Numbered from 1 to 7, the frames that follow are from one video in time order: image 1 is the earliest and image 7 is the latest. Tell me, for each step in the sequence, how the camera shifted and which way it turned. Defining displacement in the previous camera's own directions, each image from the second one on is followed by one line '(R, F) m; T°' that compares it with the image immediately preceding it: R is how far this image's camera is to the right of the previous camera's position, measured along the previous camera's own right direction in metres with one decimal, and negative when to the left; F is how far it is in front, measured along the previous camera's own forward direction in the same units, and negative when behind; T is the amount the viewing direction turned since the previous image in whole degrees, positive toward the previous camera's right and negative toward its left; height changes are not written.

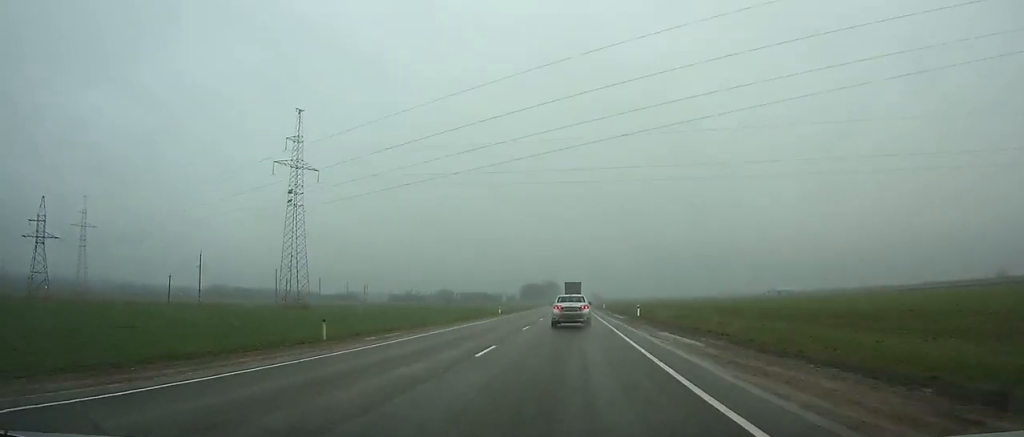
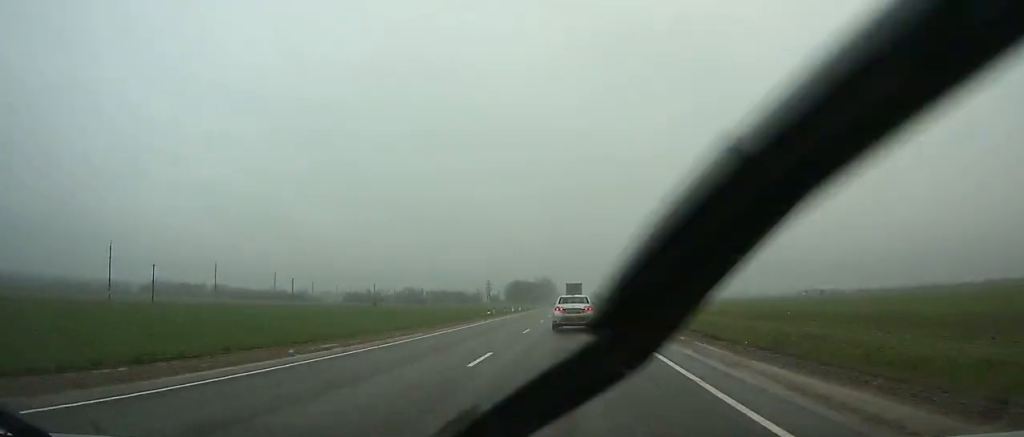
(-0.6, +133.7) m; 0°
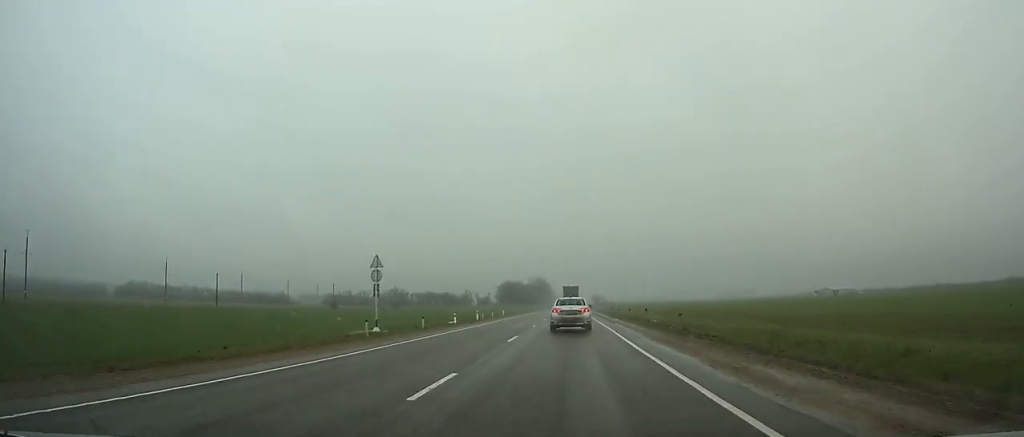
(0.0, +40.1) m; 0°
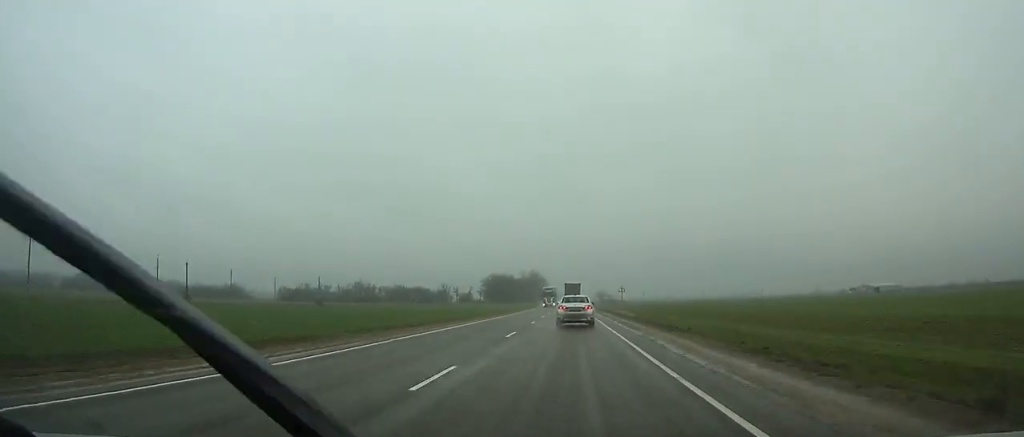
(+0.4, +84.4) m; 0°
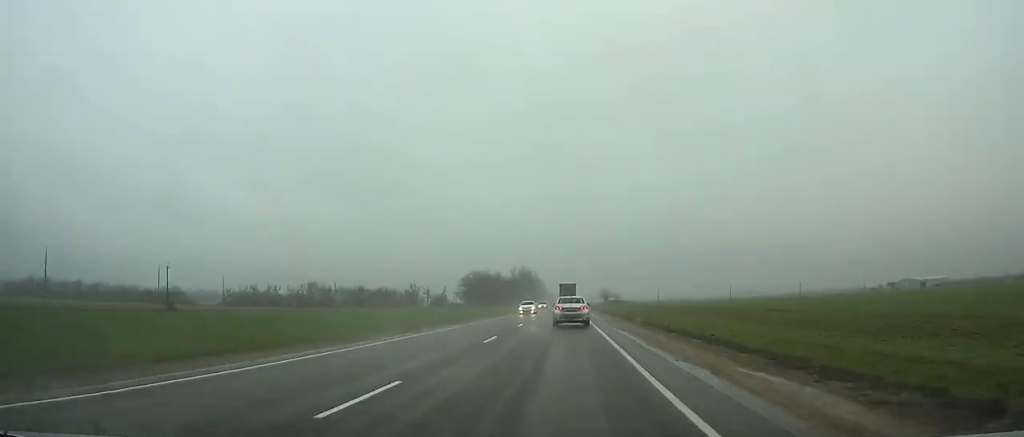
(-0.4, +73.9) m; -1°
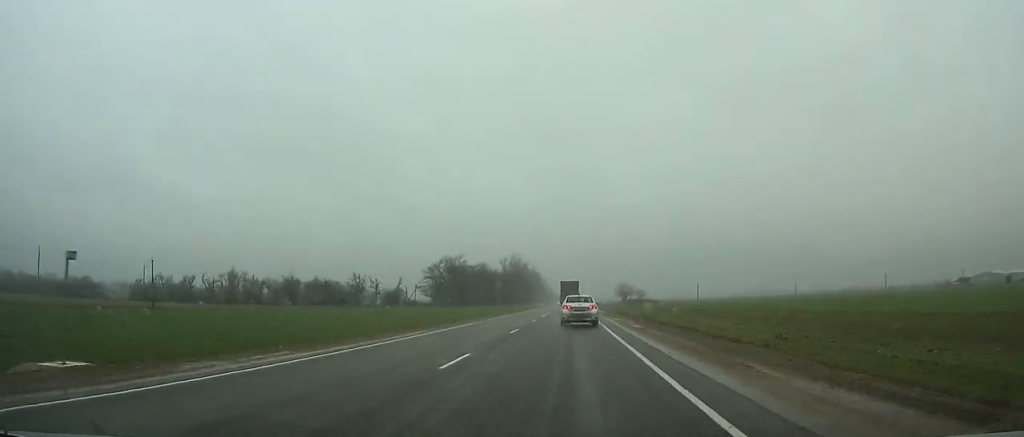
(-0.1, +90.1) m; 0°
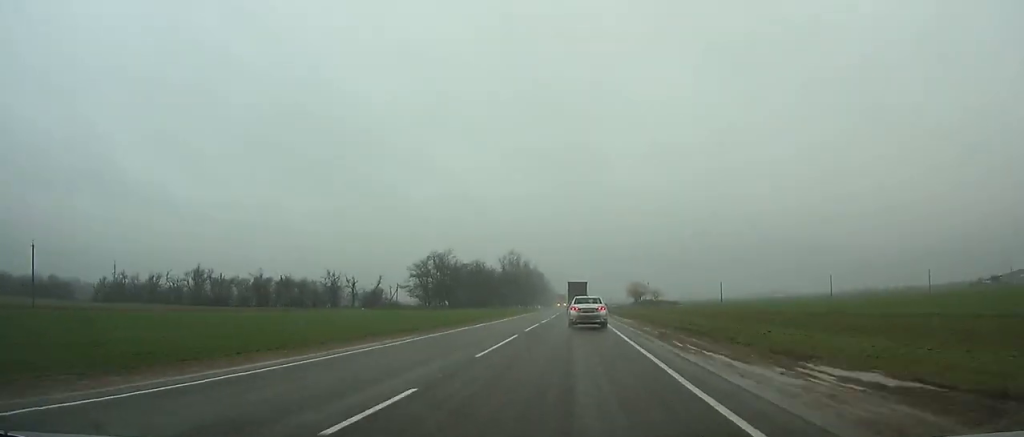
(0.0, +29.1) m; 0°
